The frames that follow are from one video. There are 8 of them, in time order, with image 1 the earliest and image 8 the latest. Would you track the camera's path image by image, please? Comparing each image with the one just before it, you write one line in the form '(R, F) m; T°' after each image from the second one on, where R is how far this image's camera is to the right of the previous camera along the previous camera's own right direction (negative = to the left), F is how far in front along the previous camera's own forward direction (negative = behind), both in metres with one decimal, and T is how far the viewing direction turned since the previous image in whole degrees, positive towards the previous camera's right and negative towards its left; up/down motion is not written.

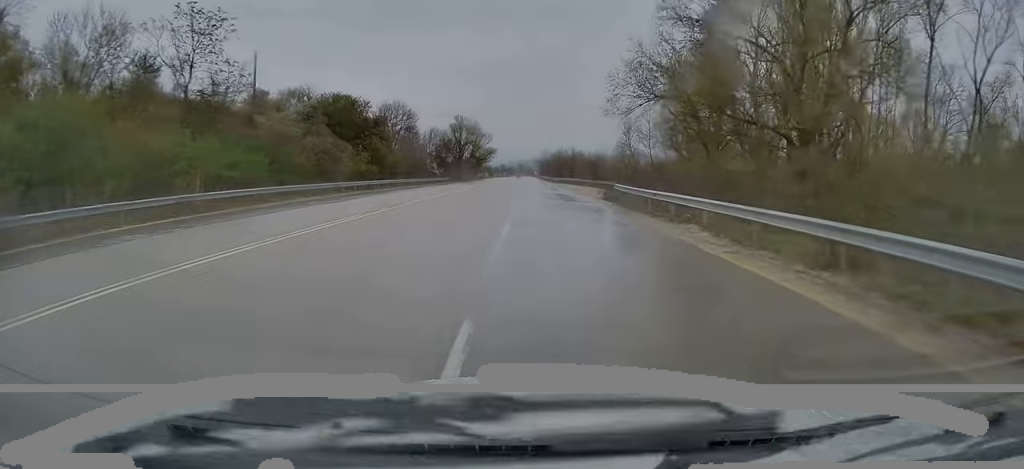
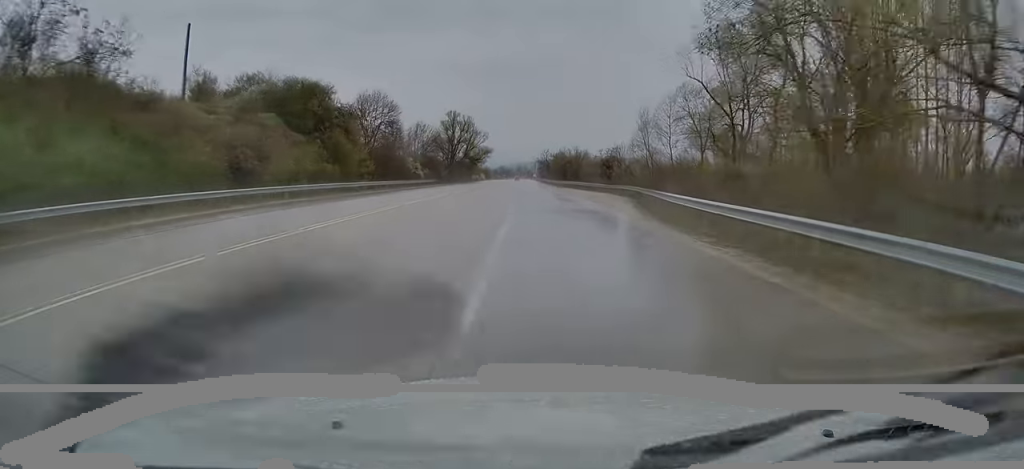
(+0.2, +15.0) m; +1°
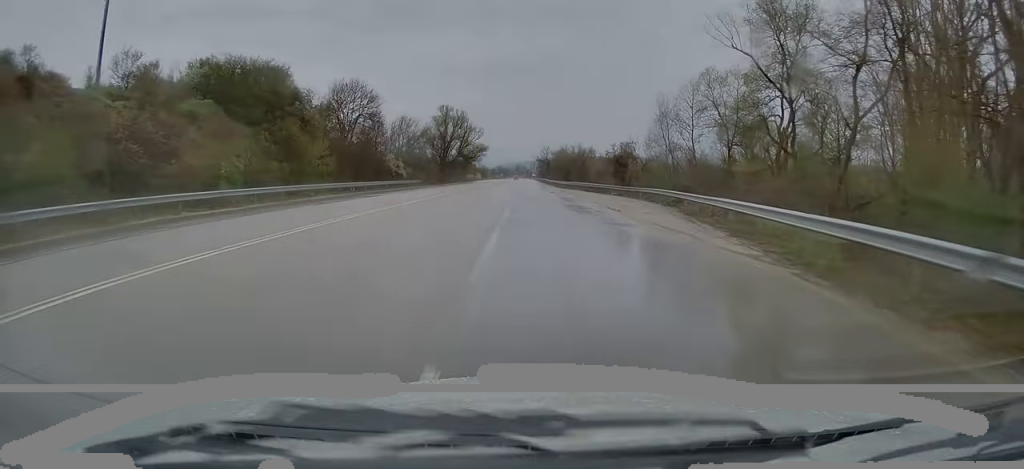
(+0.1, +12.3) m; 0°
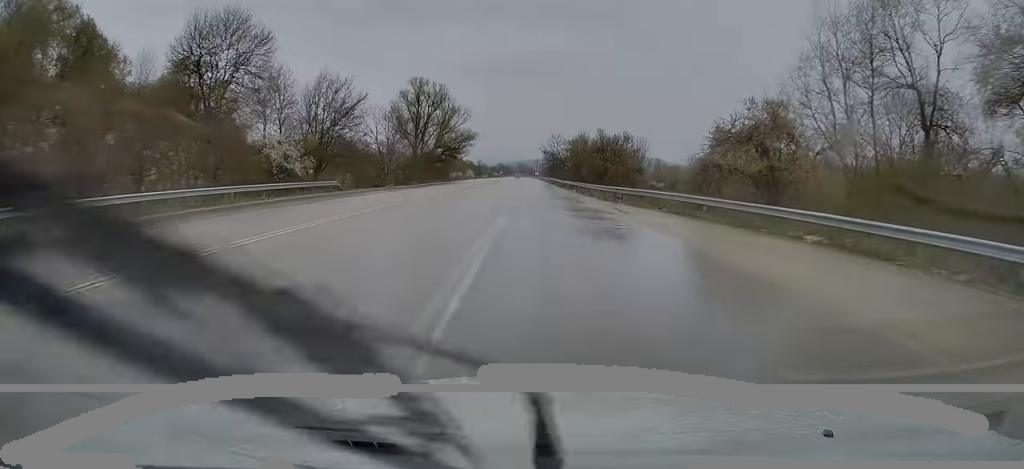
(-0.7, +38.9) m; -1°
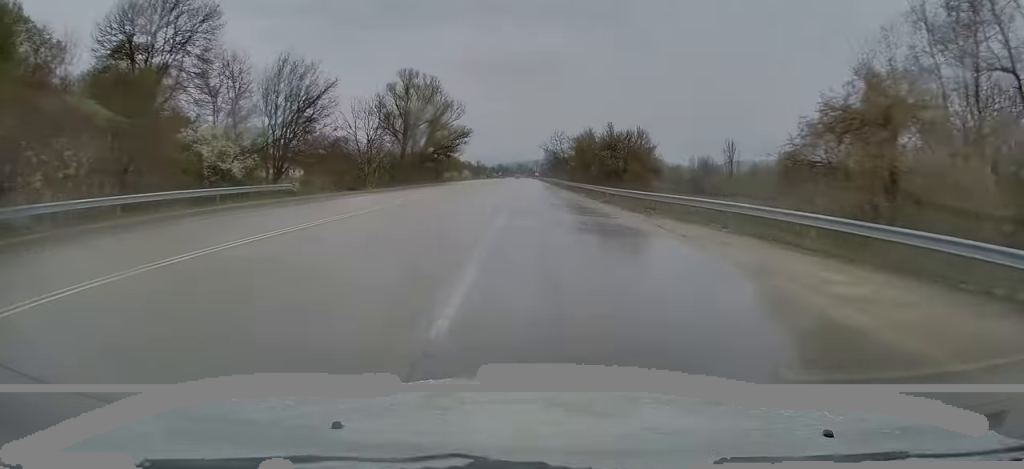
(+0.1, +9.6) m; +1°
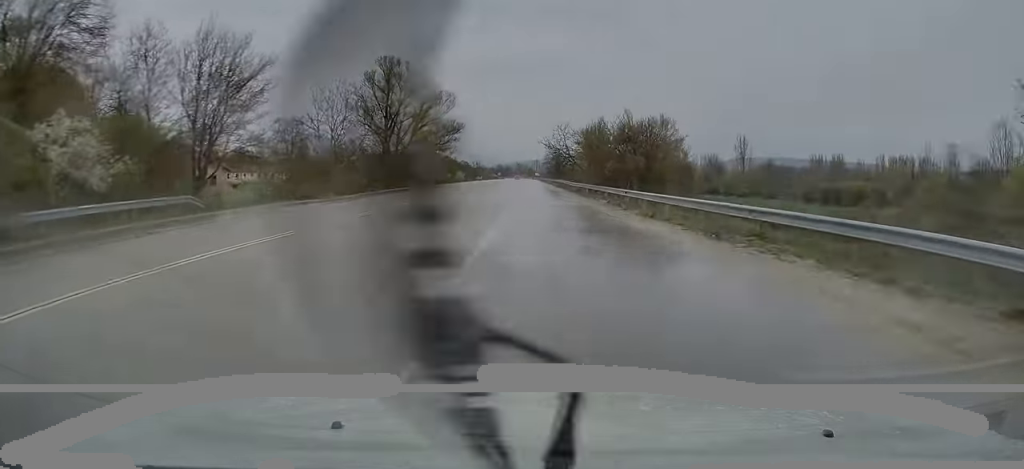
(+0.1, +12.3) m; +1°
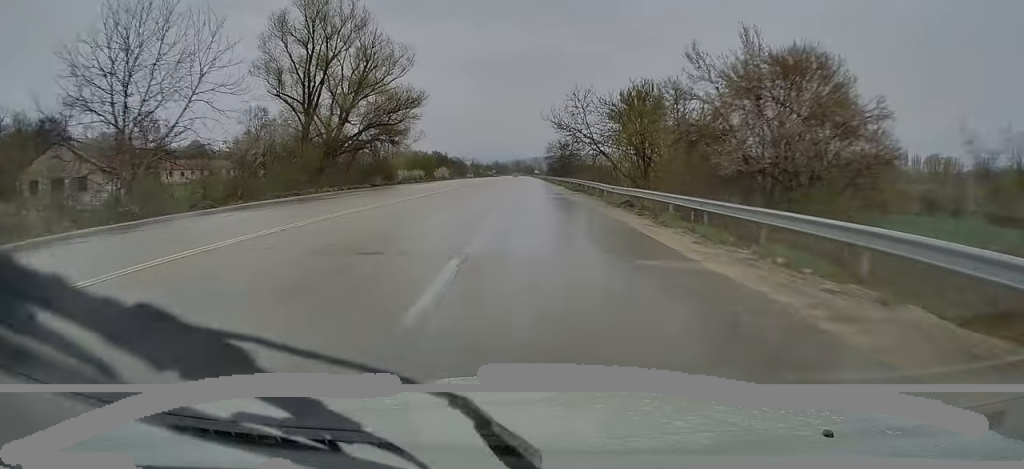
(-0.4, +30.0) m; -2°
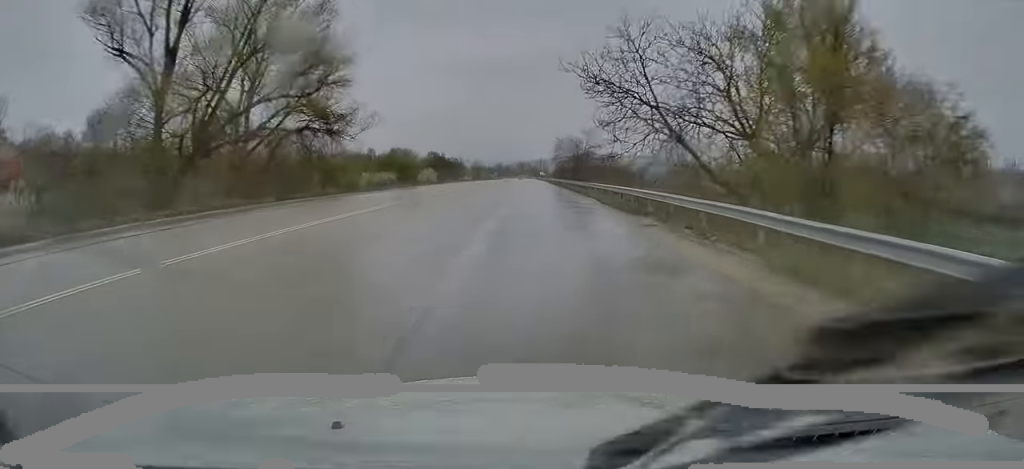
(+0.1, +23.9) m; +1°
